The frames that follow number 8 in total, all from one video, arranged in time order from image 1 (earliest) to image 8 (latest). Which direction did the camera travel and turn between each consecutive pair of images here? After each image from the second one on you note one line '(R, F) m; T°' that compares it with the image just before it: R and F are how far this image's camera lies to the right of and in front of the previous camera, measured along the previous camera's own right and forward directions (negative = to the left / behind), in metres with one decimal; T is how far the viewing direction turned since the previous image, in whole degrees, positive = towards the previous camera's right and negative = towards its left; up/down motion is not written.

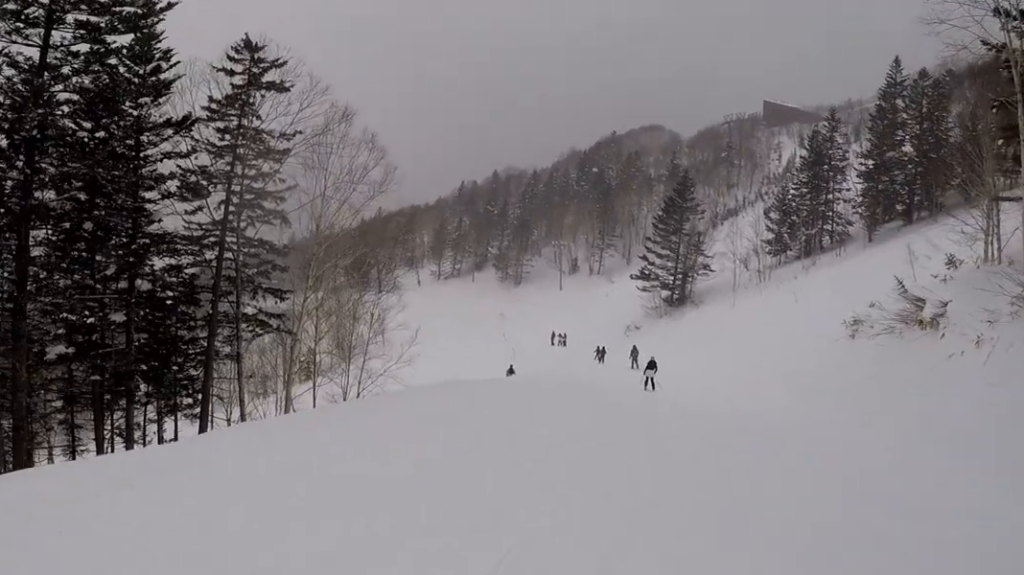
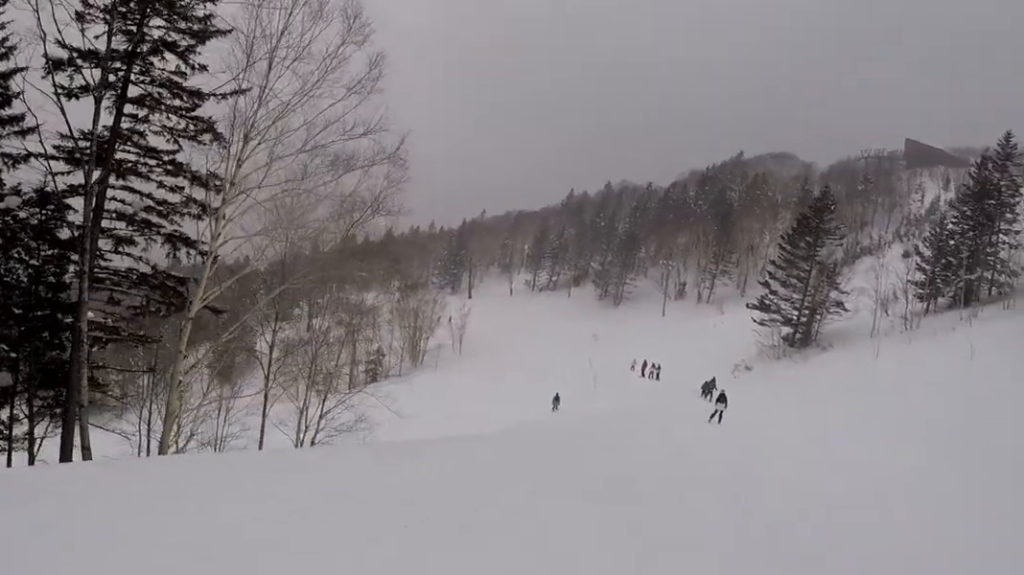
(+1.7, +13.4) m; +3°
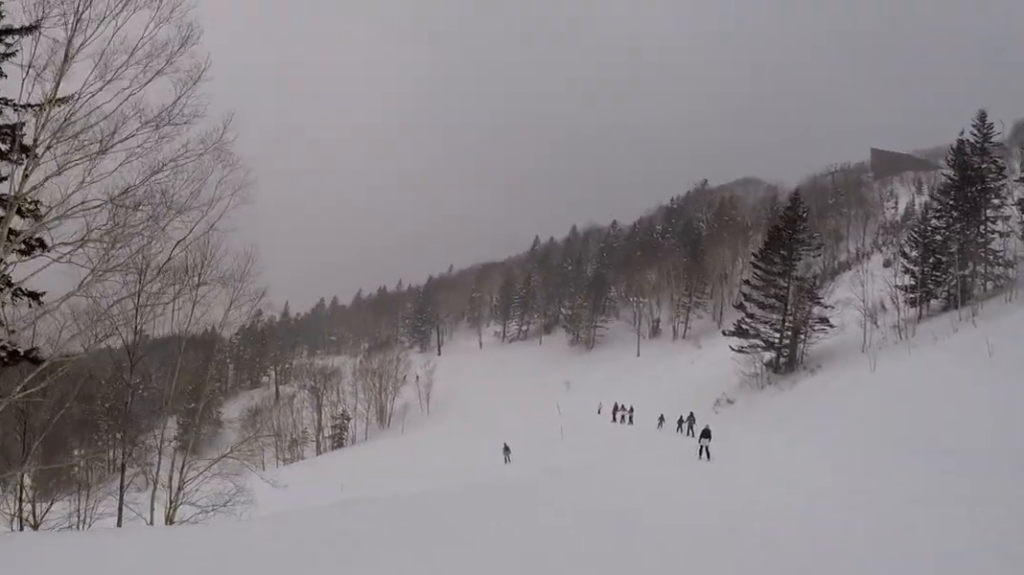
(+0.3, +5.6) m; +6°
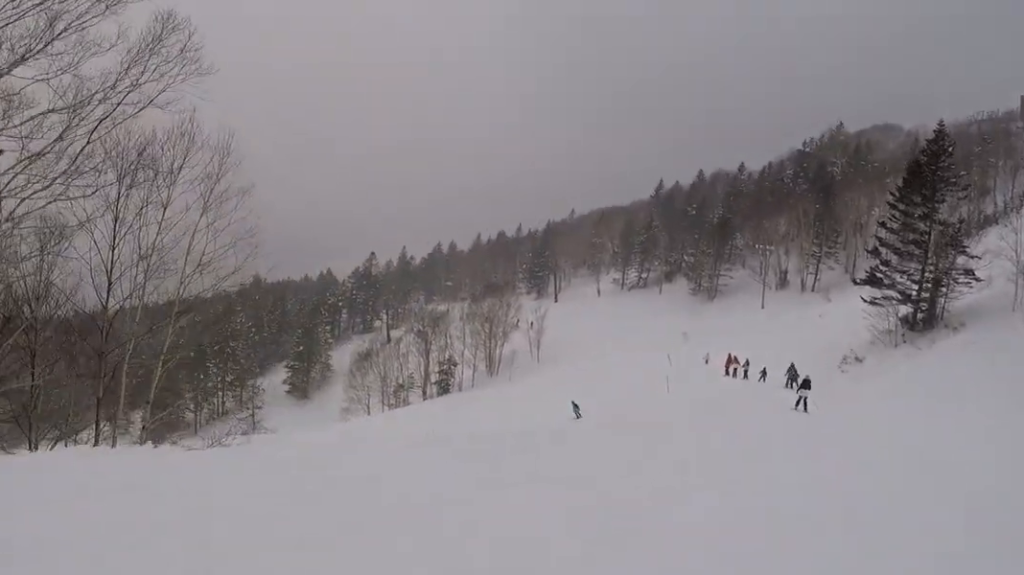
(+0.2, +5.1) m; -4°
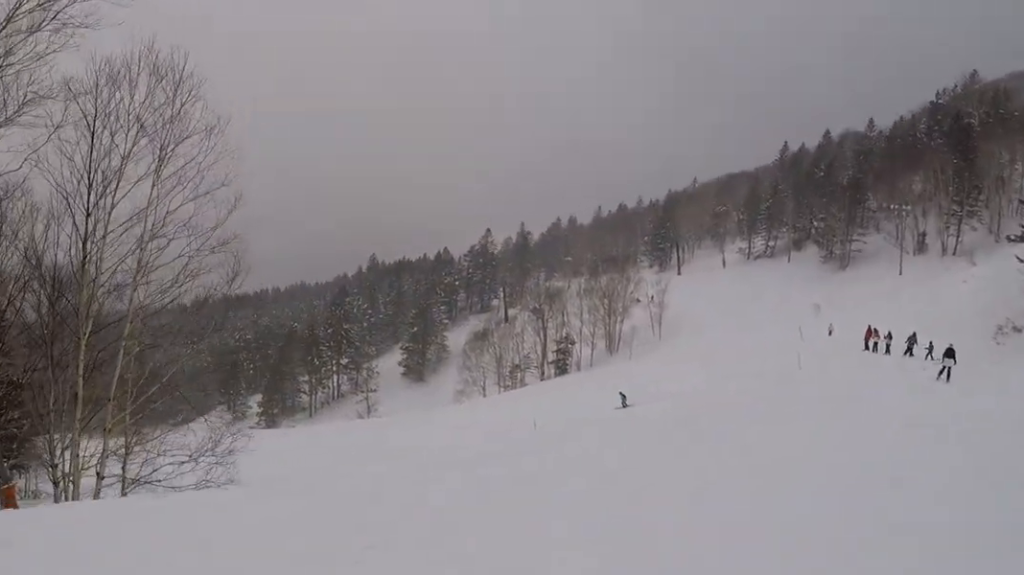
(-0.6, +5.0) m; -12°
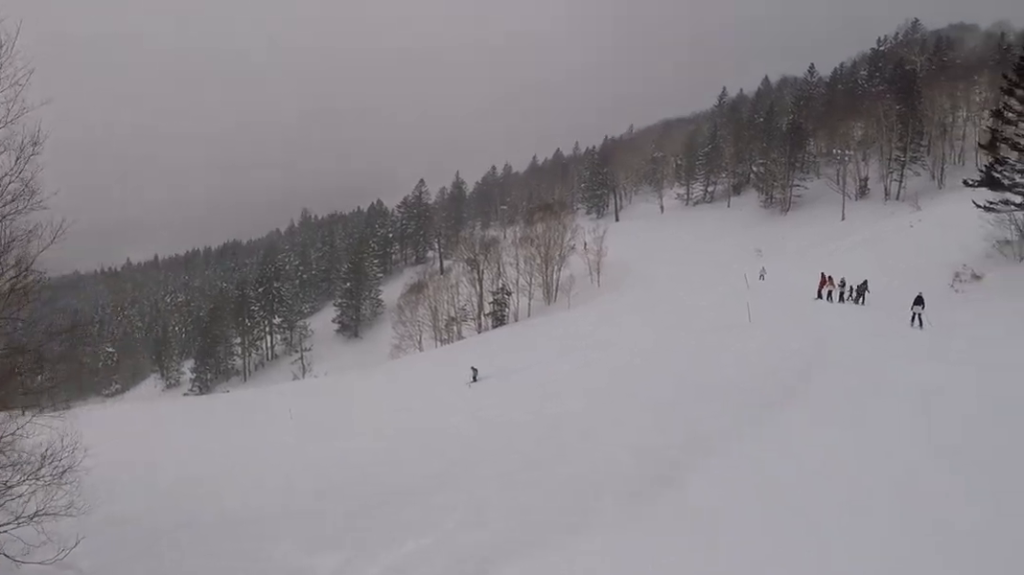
(-0.4, +4.4) m; -7°
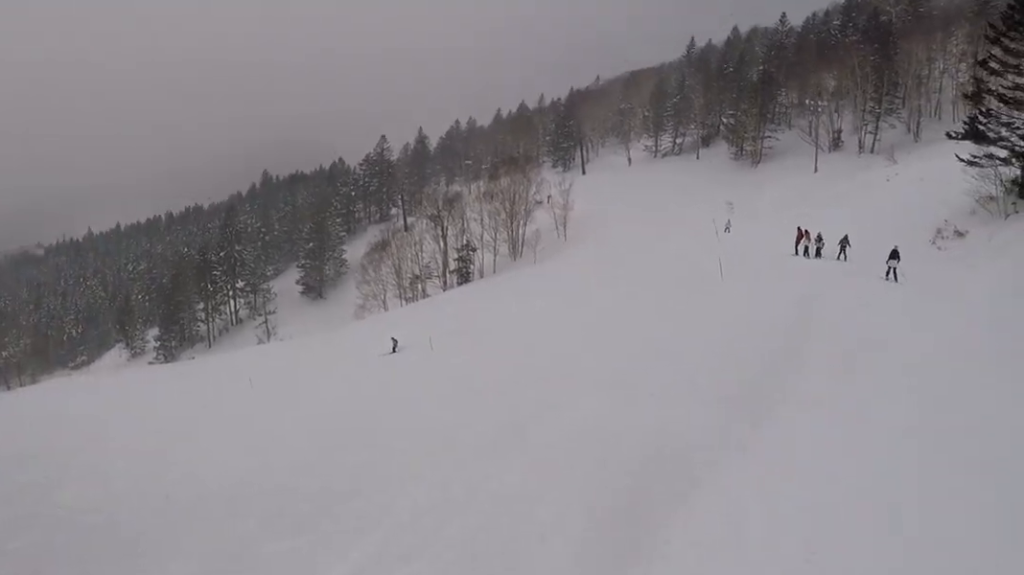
(-0.1, +2.1) m; -1°
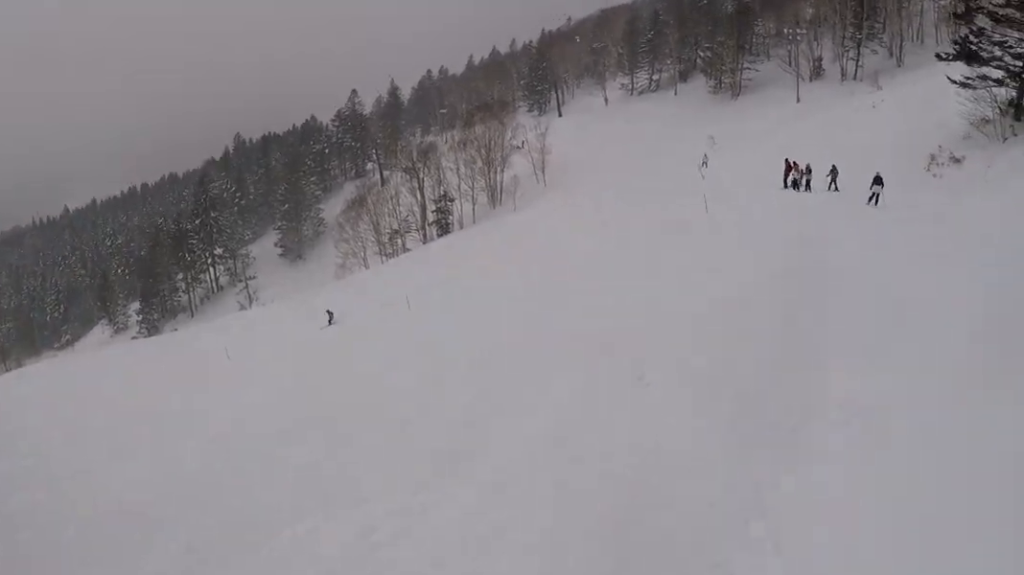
(0.0, +2.1) m; 0°
